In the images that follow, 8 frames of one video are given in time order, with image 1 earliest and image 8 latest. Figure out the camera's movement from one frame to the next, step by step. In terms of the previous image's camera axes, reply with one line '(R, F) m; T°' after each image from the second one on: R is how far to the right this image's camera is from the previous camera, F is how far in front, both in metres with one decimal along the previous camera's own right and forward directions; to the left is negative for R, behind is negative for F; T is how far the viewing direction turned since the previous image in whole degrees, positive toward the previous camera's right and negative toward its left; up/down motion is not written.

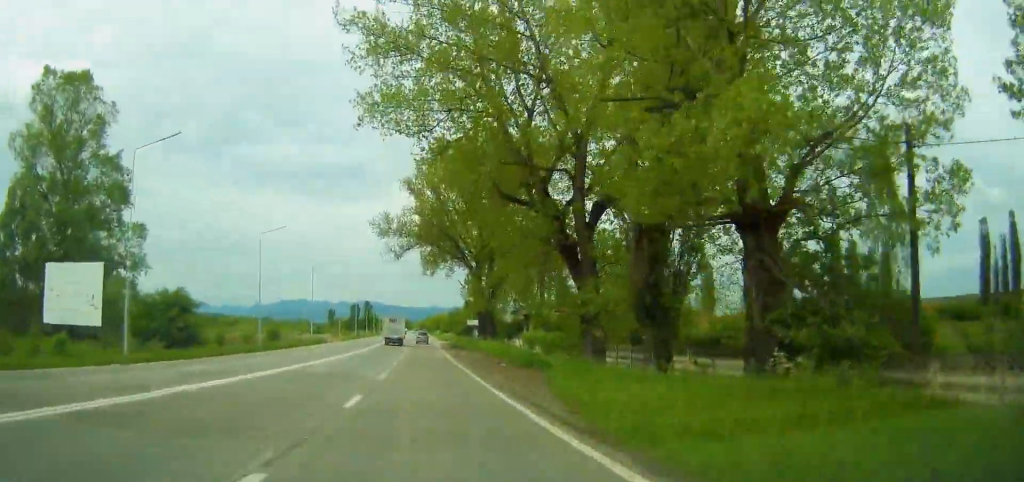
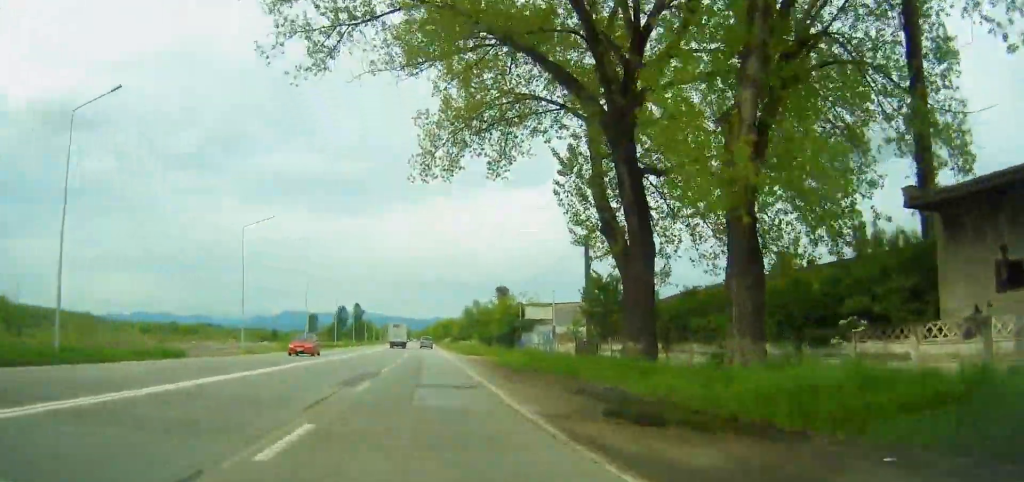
(-0.2, +60.4) m; -1°
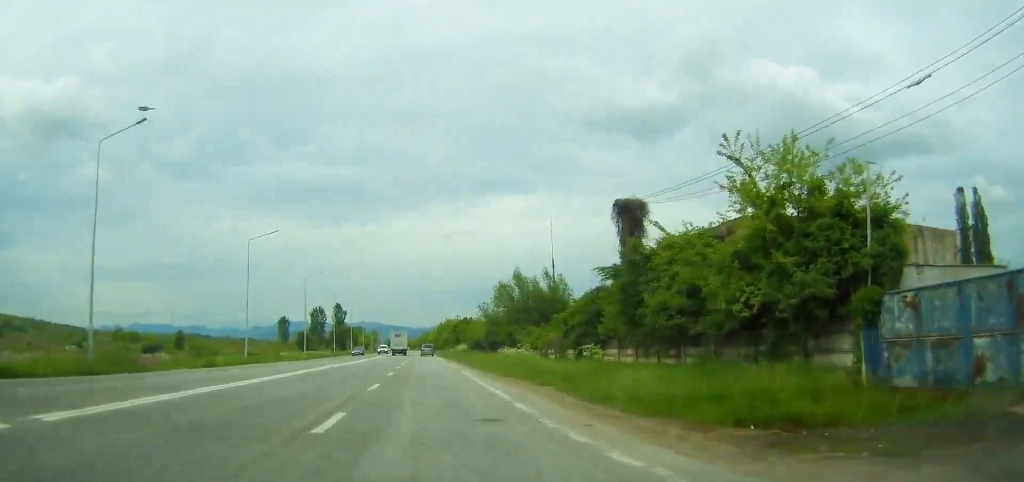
(-0.3, +51.9) m; 0°
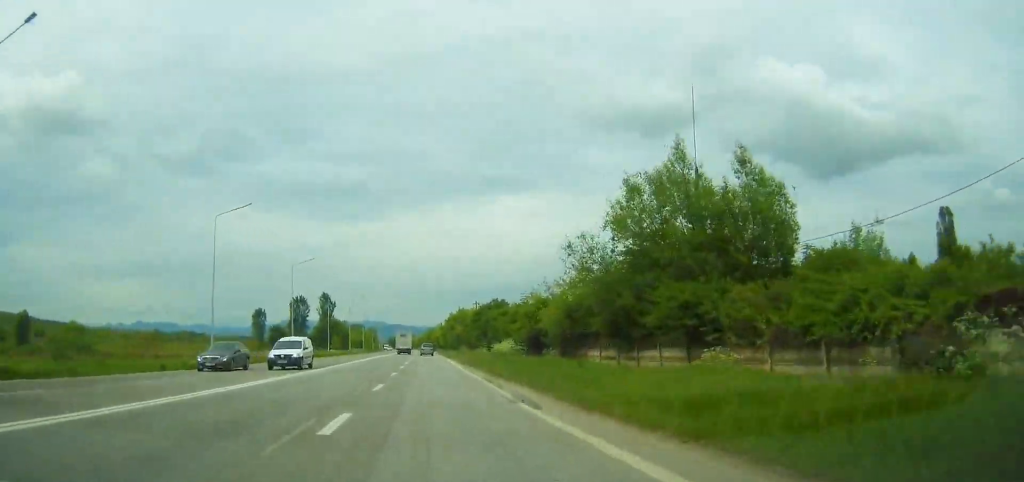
(+0.2, +36.8) m; 0°
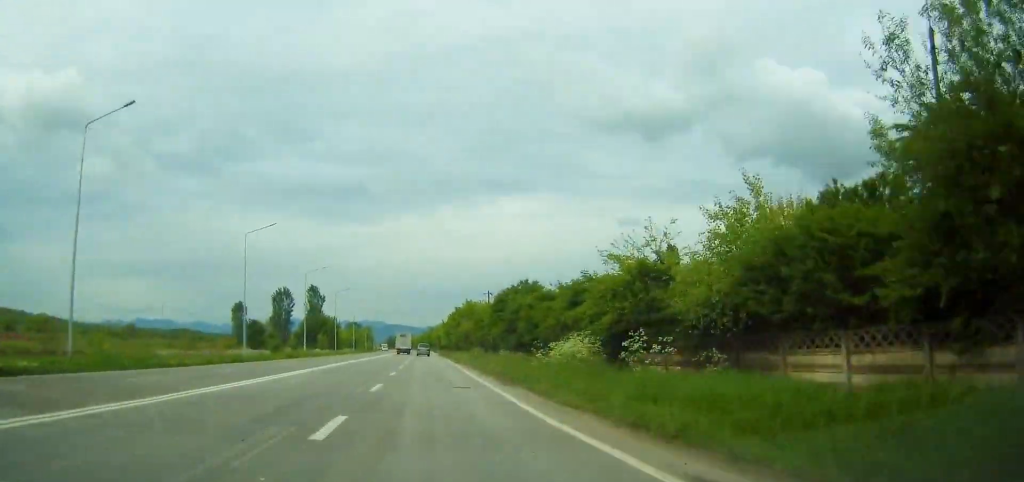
(0.0, +18.8) m; 0°
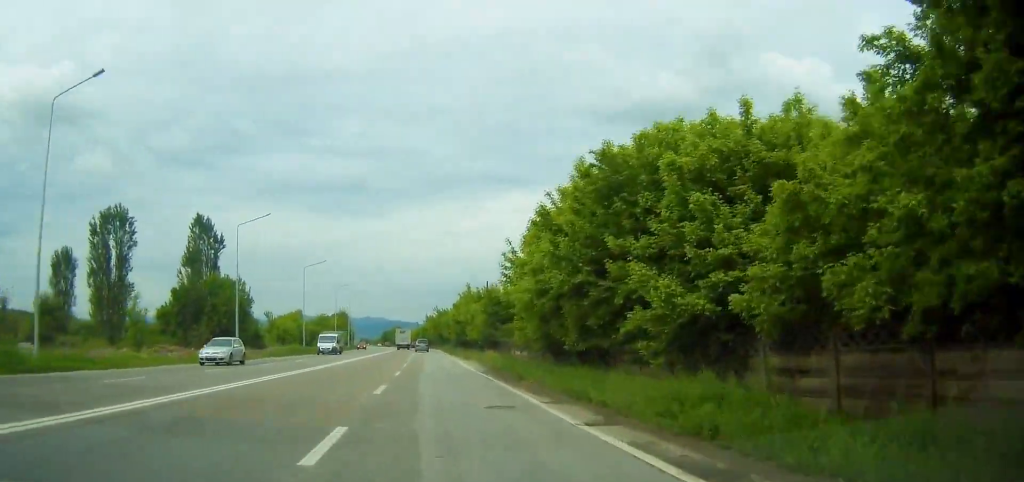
(-0.6, +83.2) m; -1°
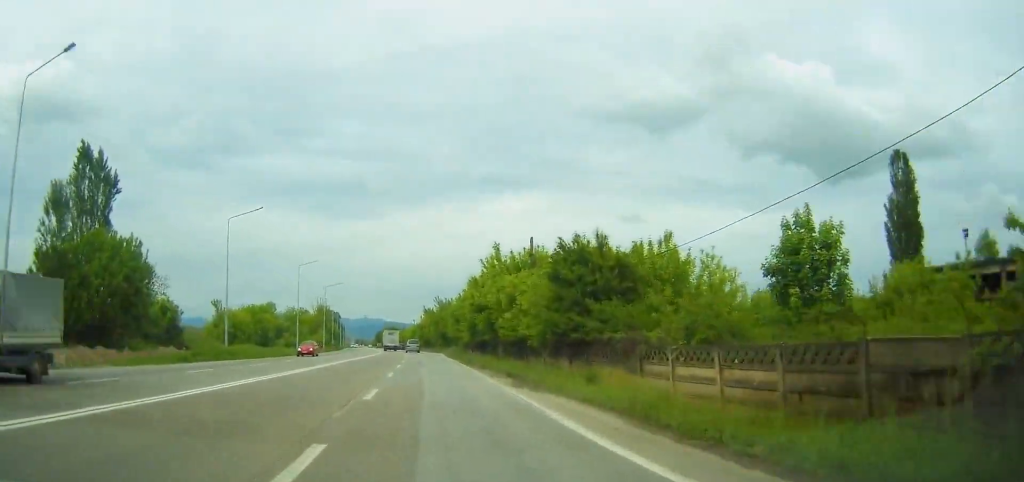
(0.0, +29.1) m; 0°
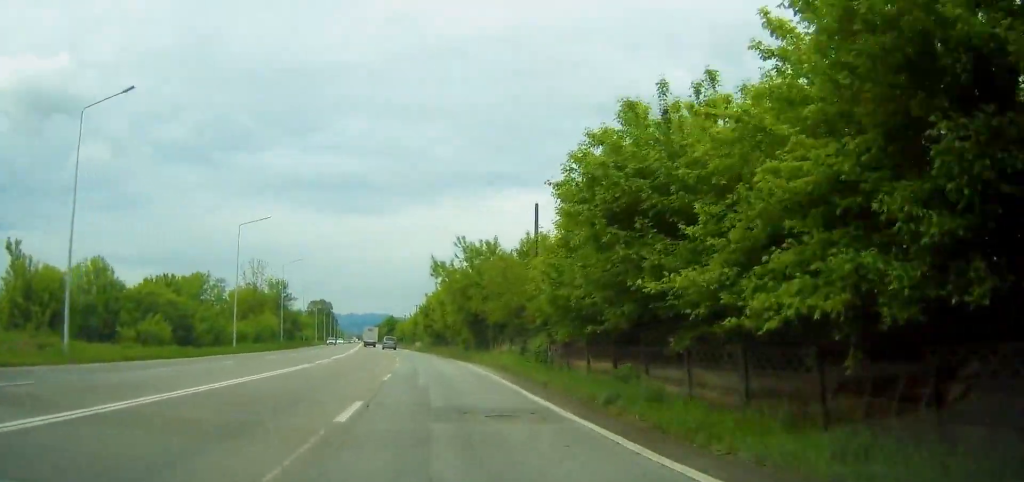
(-0.1, +49.9) m; -1°
